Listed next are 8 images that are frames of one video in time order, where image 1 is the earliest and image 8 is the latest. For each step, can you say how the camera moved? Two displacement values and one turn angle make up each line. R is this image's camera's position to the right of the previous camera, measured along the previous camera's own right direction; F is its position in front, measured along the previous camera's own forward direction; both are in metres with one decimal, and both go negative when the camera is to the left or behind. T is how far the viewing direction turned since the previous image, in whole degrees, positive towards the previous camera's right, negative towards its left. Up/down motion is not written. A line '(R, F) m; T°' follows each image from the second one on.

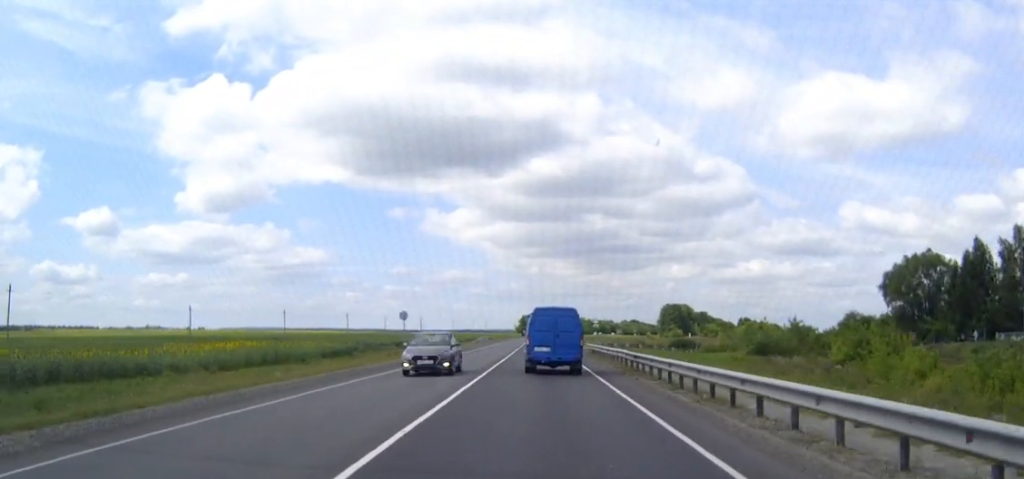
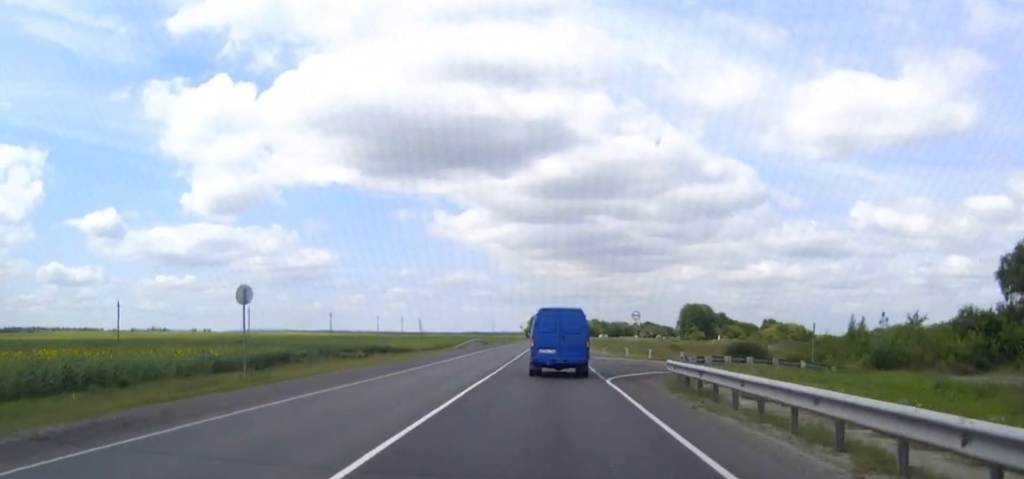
(+0.1, +36.0) m; 0°
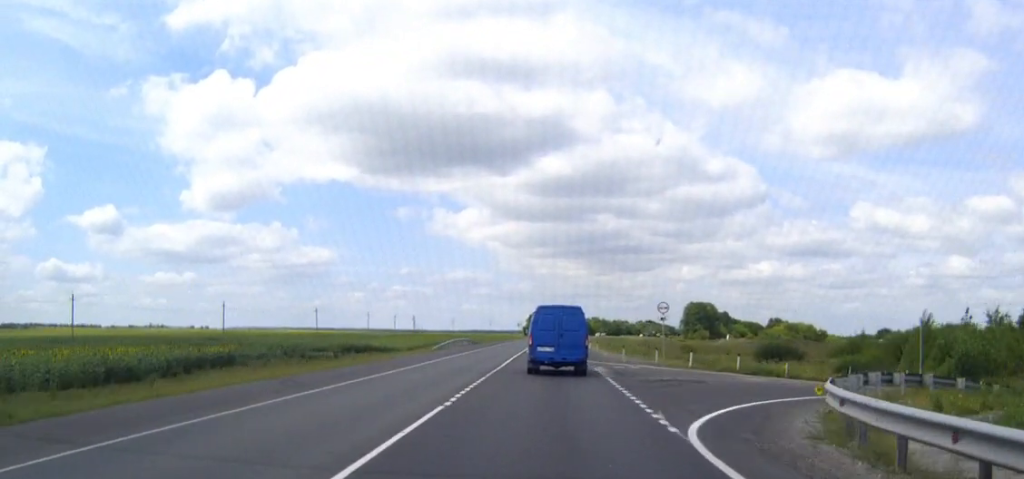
(0.0, +15.6) m; 0°
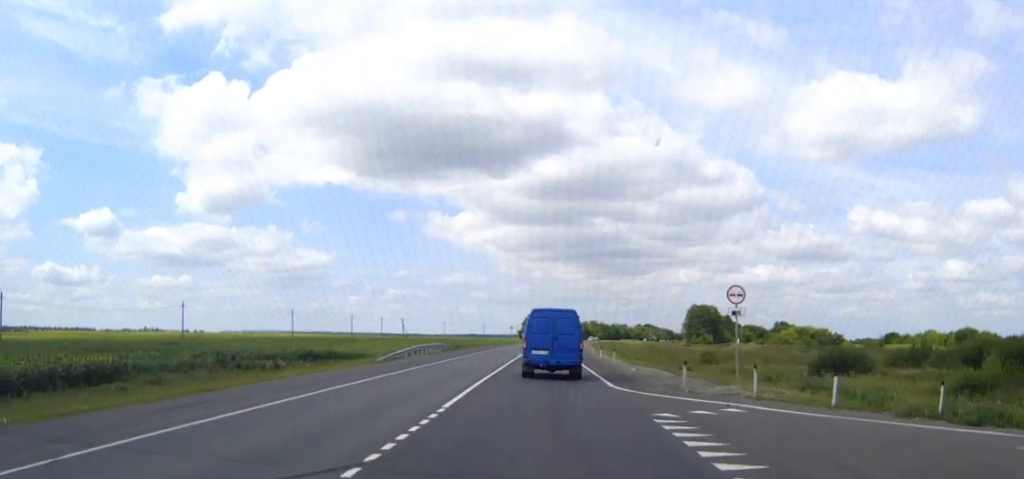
(0.0, +20.2) m; 0°
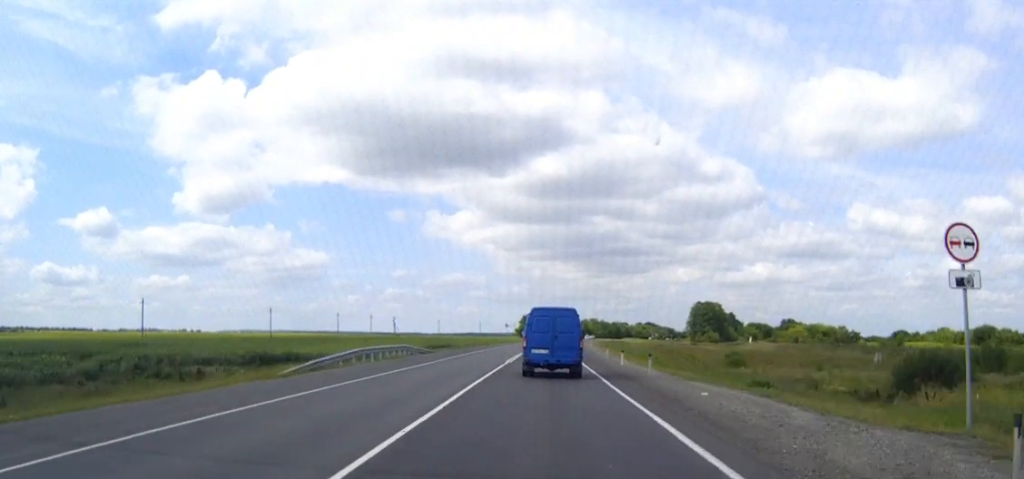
(0.0, +17.4) m; 0°
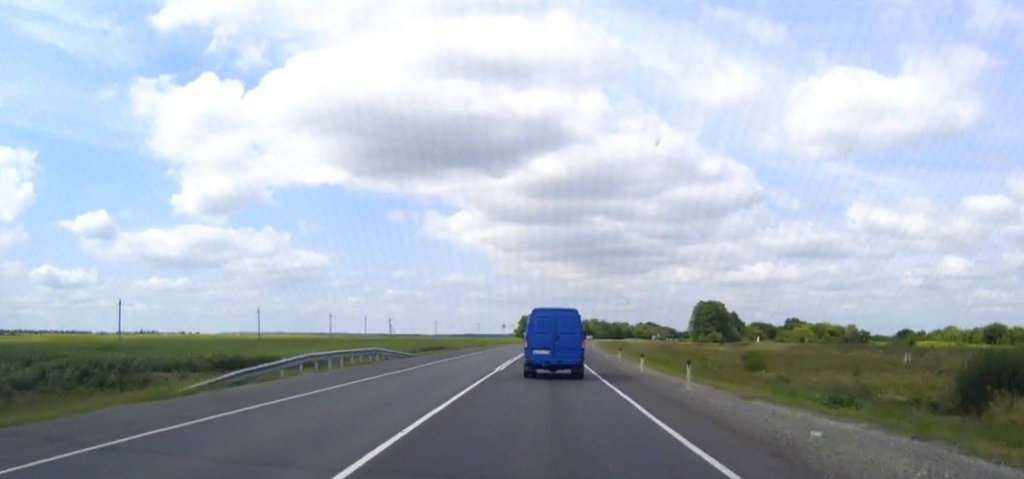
(0.0, +8.7) m; 0°
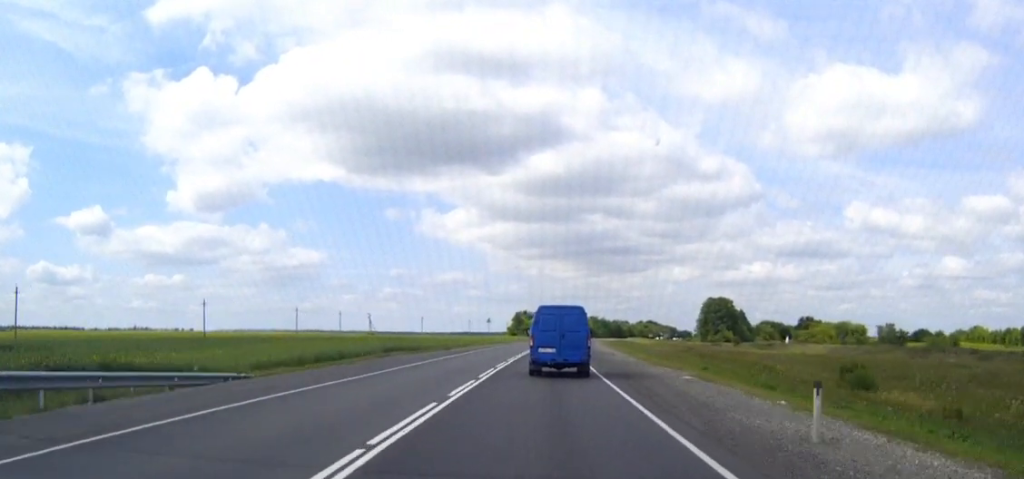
(+0.1, +31.4) m; 0°
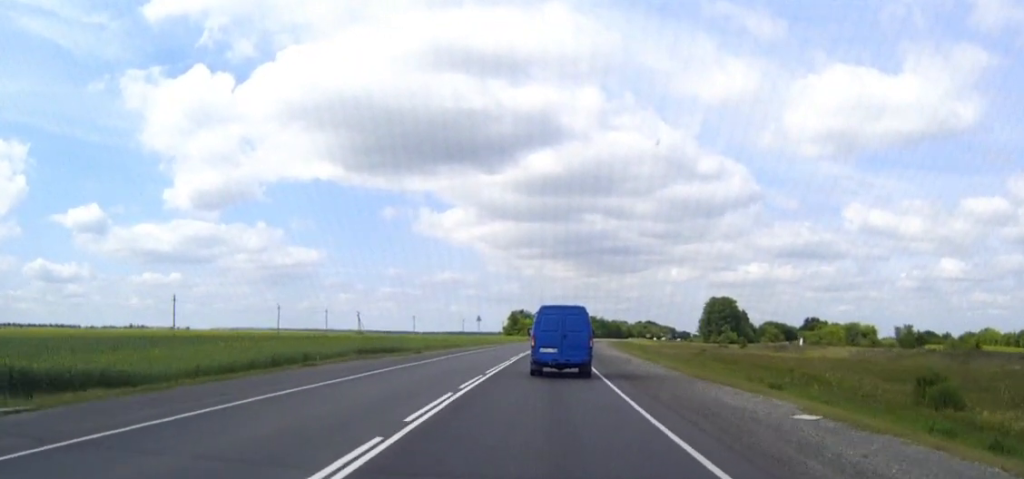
(0.0, +13.4) m; 0°
